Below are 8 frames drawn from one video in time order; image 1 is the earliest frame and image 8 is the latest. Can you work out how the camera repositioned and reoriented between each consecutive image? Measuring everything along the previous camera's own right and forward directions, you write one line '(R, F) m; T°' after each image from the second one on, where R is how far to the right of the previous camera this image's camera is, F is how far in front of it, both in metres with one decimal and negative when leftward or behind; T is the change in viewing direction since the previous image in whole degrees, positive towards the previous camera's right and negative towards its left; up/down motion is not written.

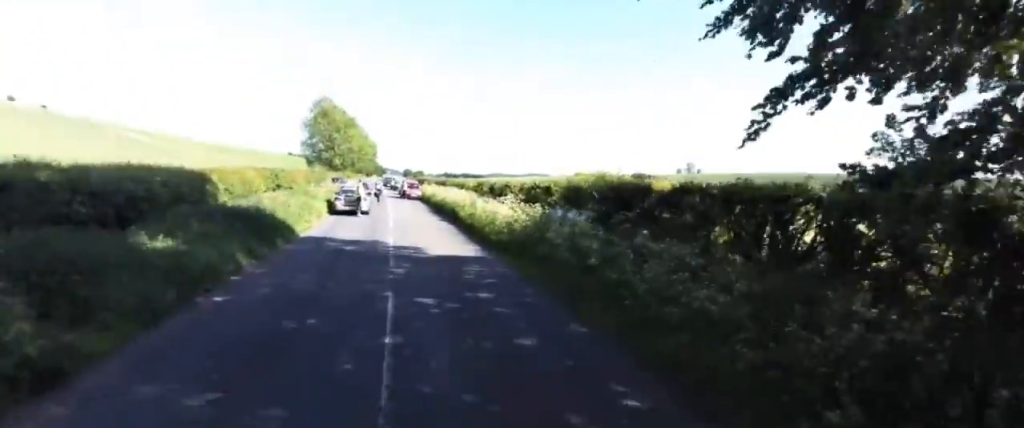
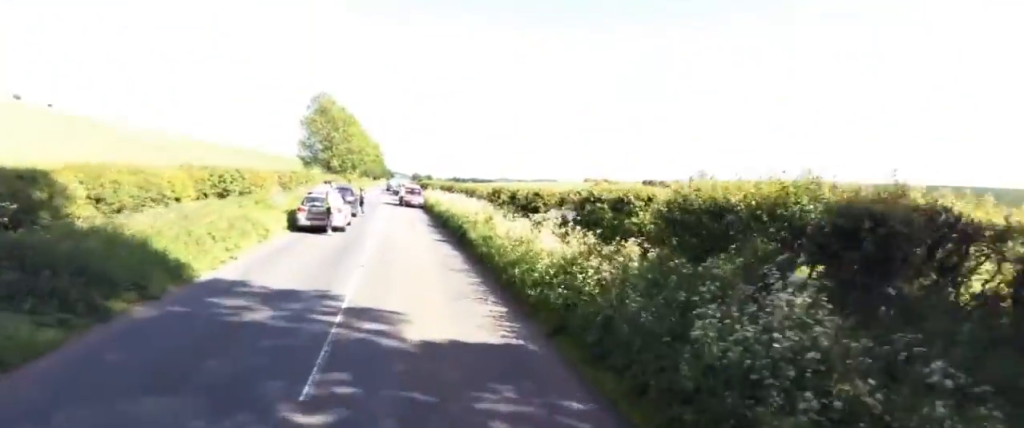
(-0.3, +6.7) m; -1°
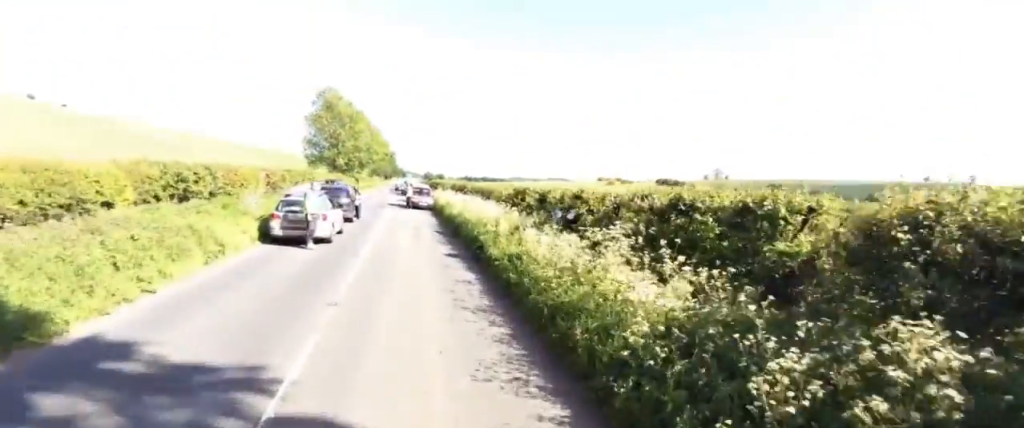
(+0.1, +3.9) m; +1°
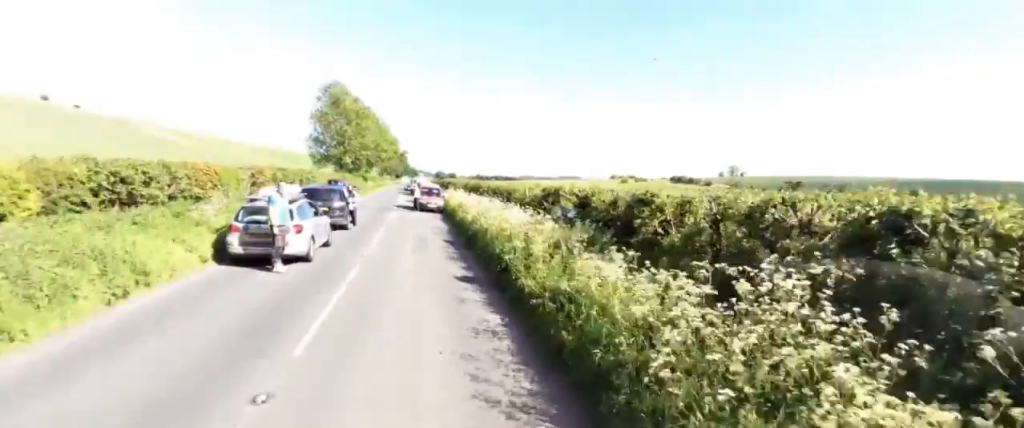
(0.0, +3.7) m; -2°
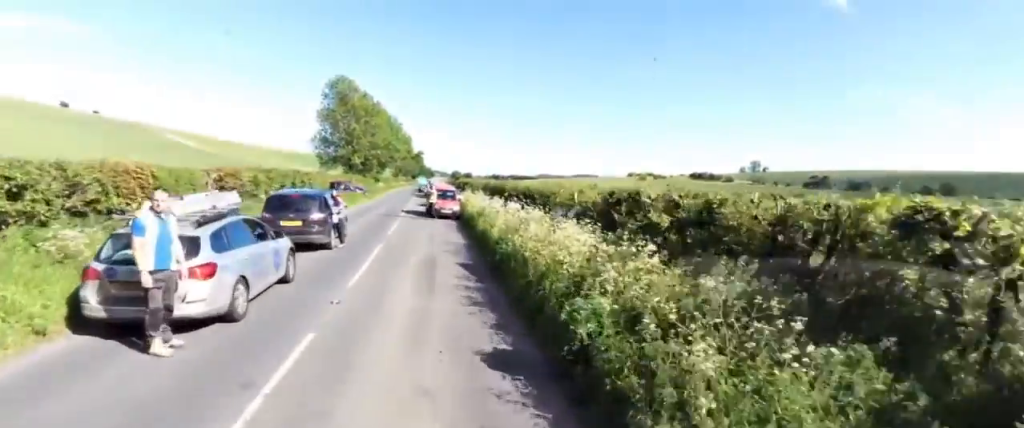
(-0.1, +5.0) m; -4°
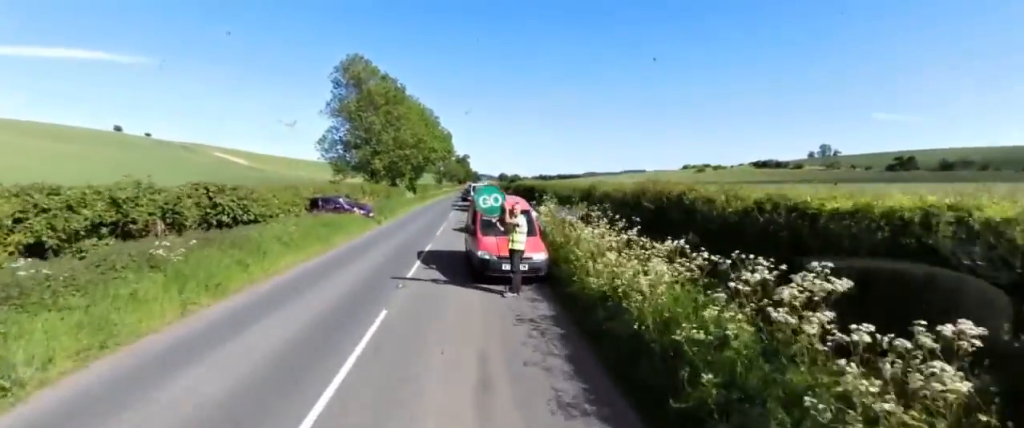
(-0.7, +17.7) m; -15°
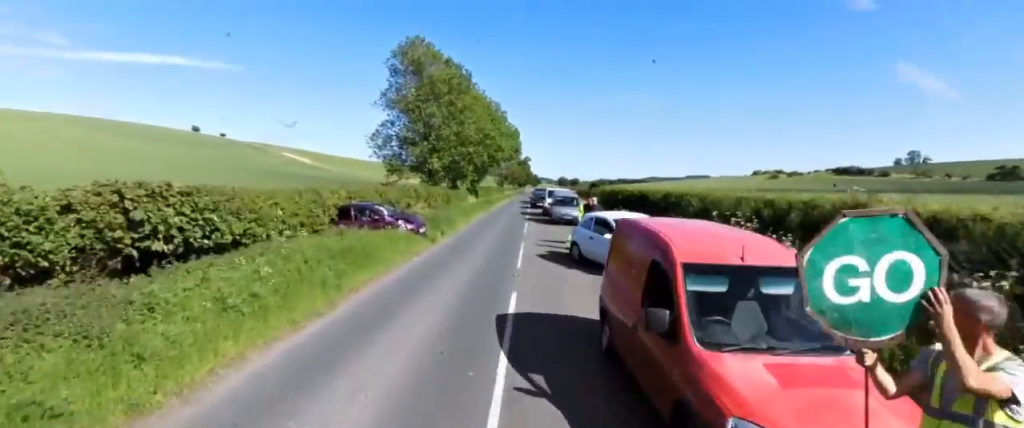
(-2.7, +7.6) m; -15°
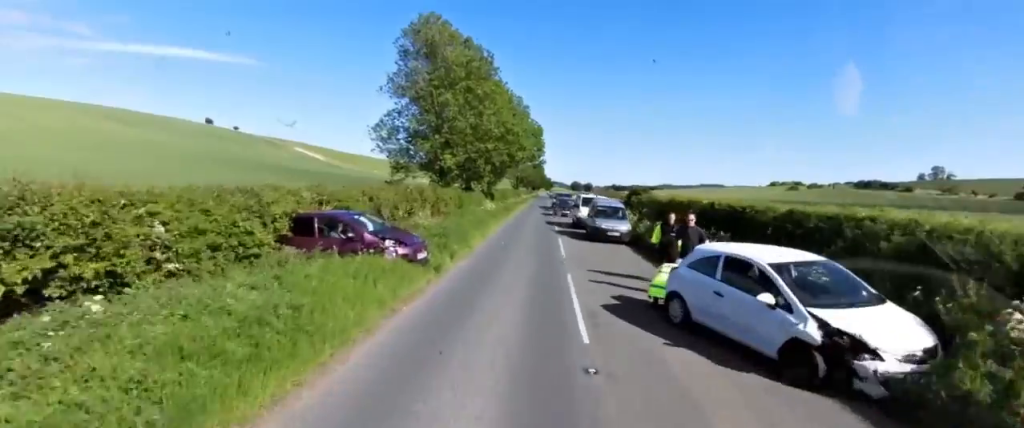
(+1.0, +6.4) m; +11°
